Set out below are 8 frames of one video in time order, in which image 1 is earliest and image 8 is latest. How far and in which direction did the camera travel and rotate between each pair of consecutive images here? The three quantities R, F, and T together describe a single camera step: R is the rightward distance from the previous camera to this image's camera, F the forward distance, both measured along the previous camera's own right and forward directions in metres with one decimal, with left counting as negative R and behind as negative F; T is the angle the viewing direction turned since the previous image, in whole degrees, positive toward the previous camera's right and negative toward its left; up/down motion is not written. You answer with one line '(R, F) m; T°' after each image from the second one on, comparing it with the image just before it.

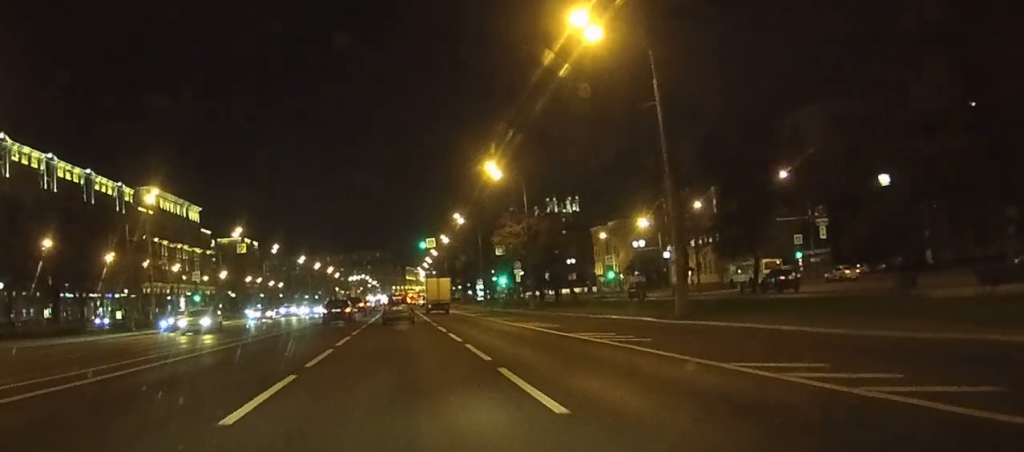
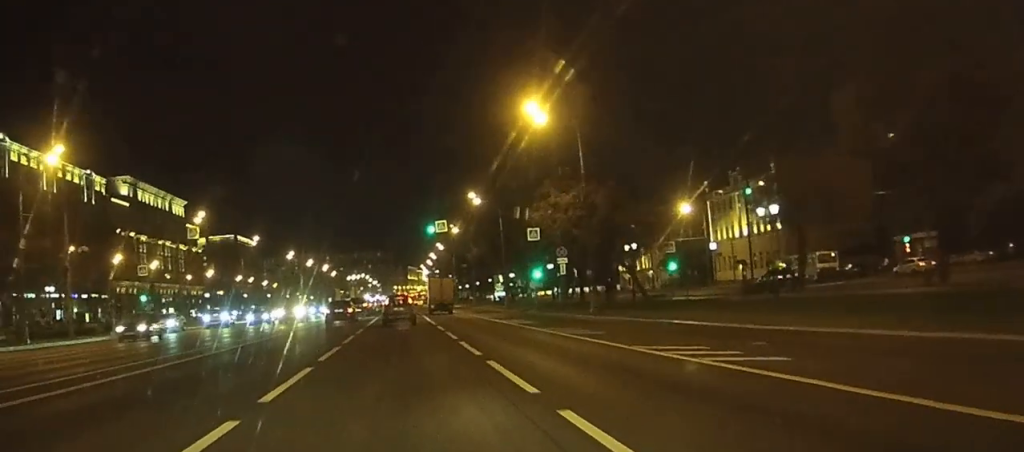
(-0.1, +21.7) m; 0°
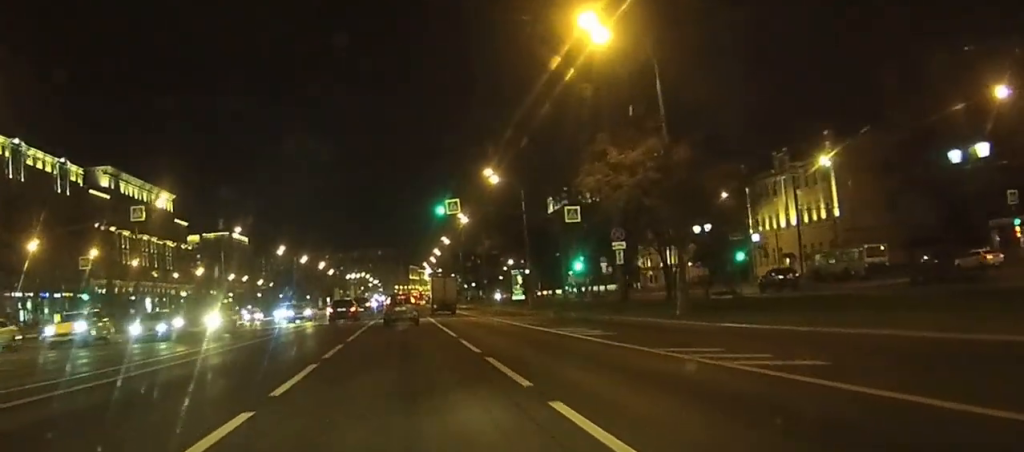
(0.0, +15.2) m; +1°
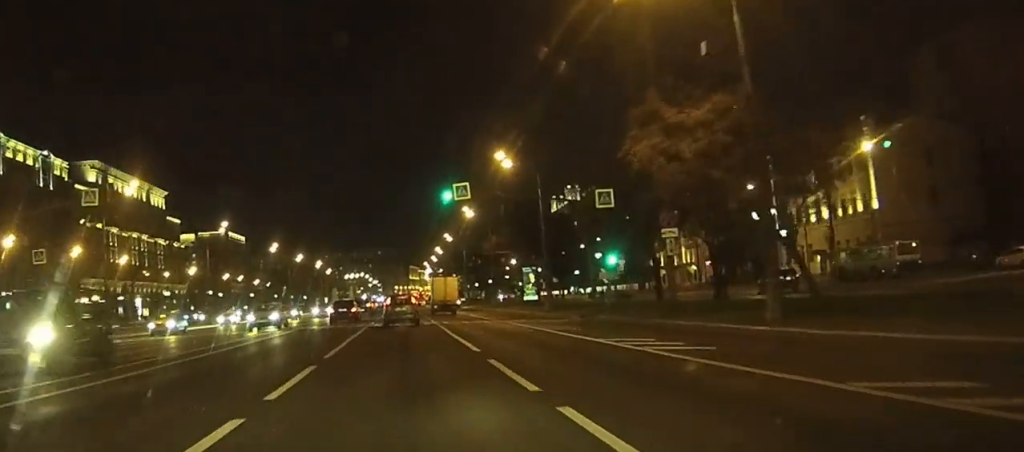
(+0.1, +8.5) m; 0°
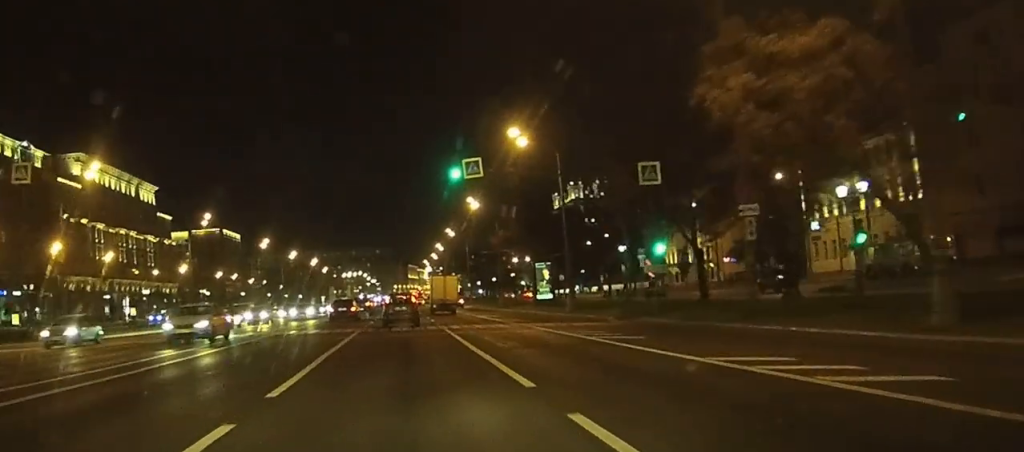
(+0.1, +8.5) m; 0°
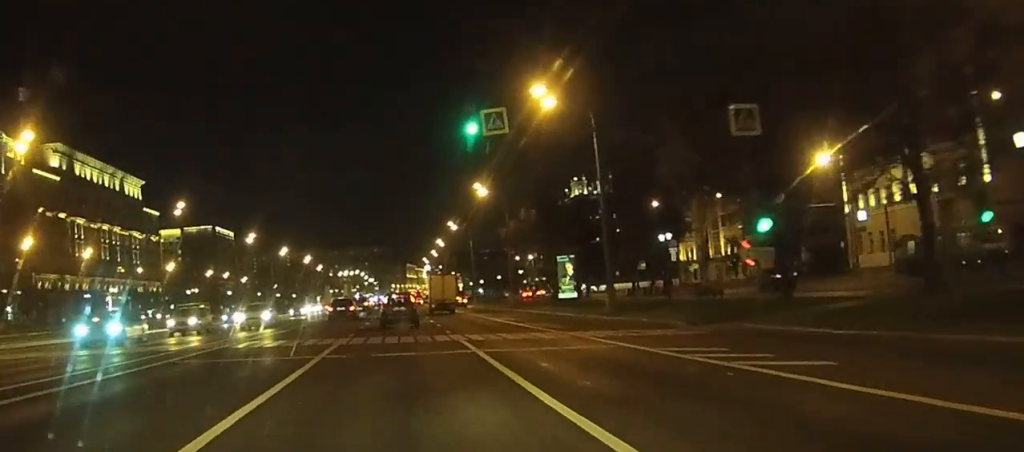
(0.0, +10.7) m; 0°
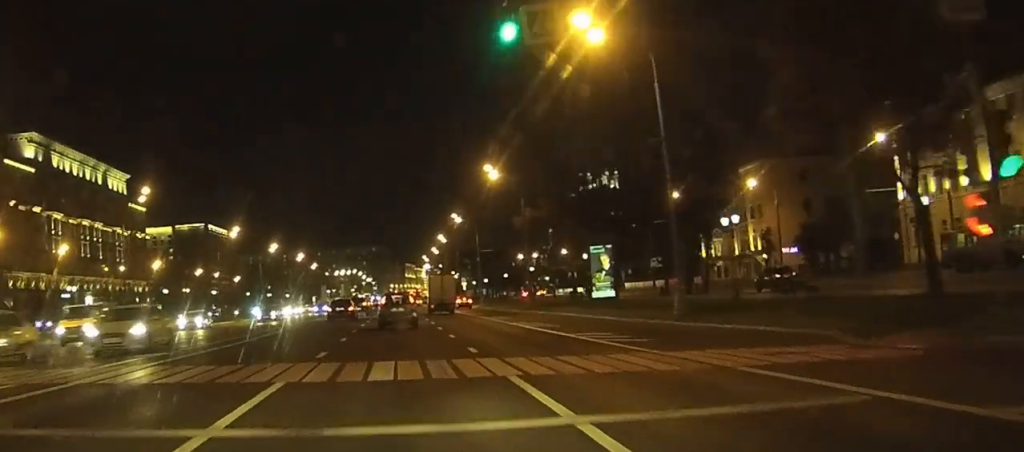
(0.0, +11.2) m; 0°
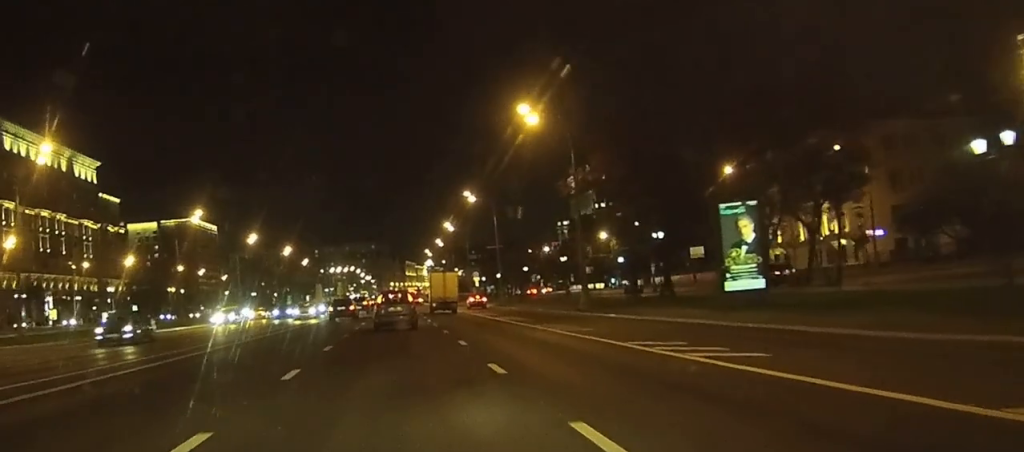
(+0.1, +21.0) m; 0°
